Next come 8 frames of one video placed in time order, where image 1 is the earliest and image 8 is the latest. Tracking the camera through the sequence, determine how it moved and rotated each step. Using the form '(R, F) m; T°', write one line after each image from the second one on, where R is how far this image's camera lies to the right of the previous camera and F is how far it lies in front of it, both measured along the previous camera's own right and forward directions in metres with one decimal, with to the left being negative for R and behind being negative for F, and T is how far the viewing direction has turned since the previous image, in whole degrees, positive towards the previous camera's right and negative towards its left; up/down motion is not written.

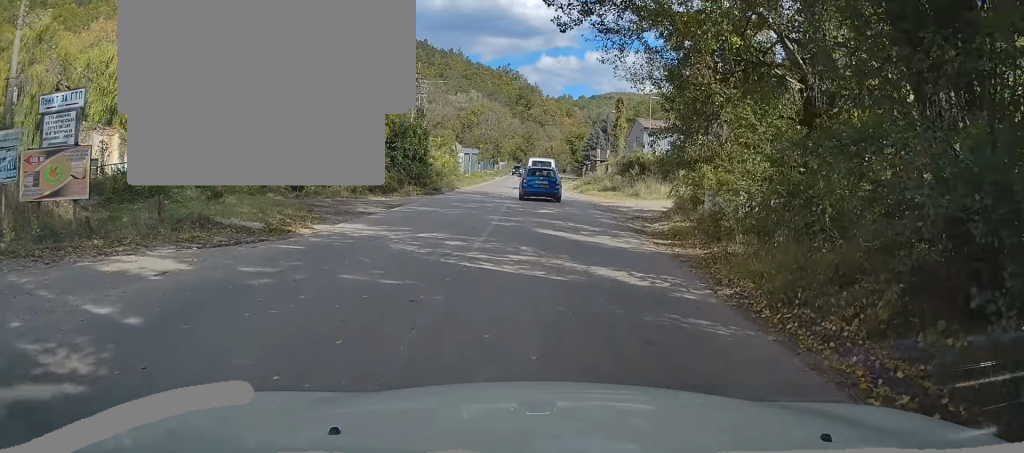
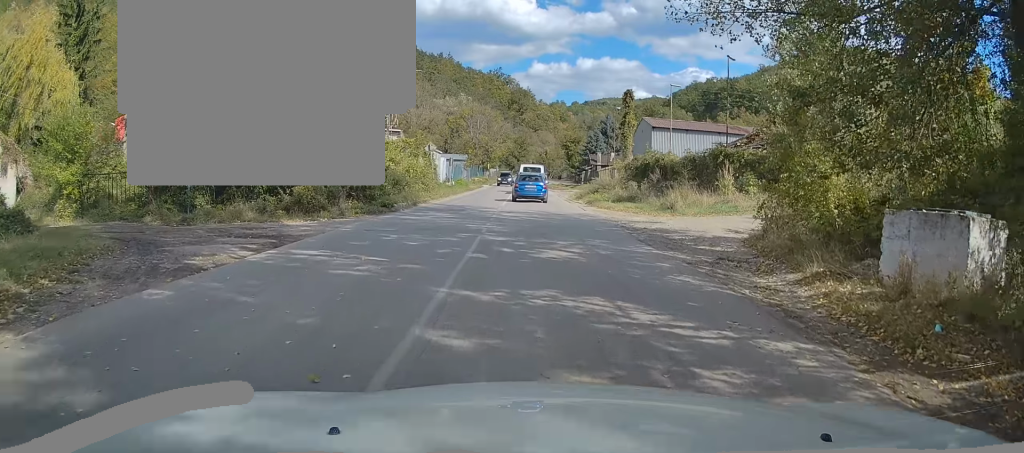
(+0.3, +9.2) m; +4°
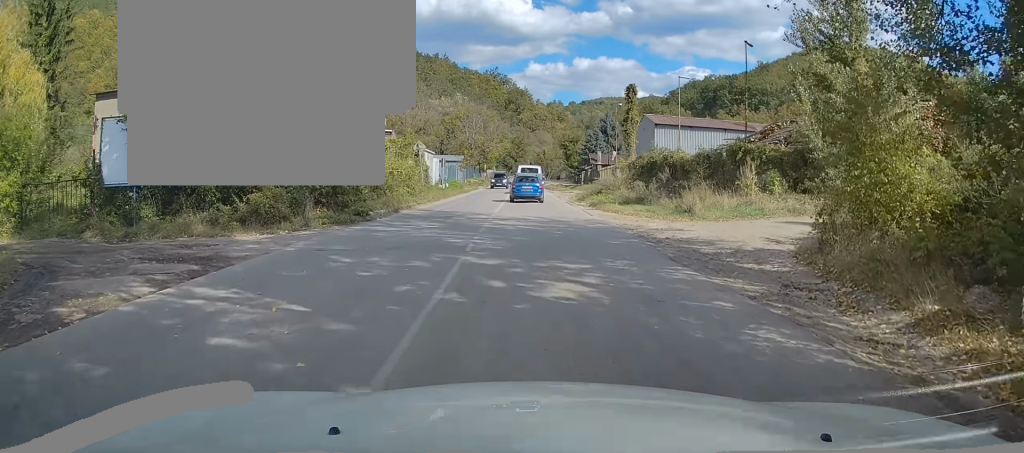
(0.0, +3.0) m; -1°
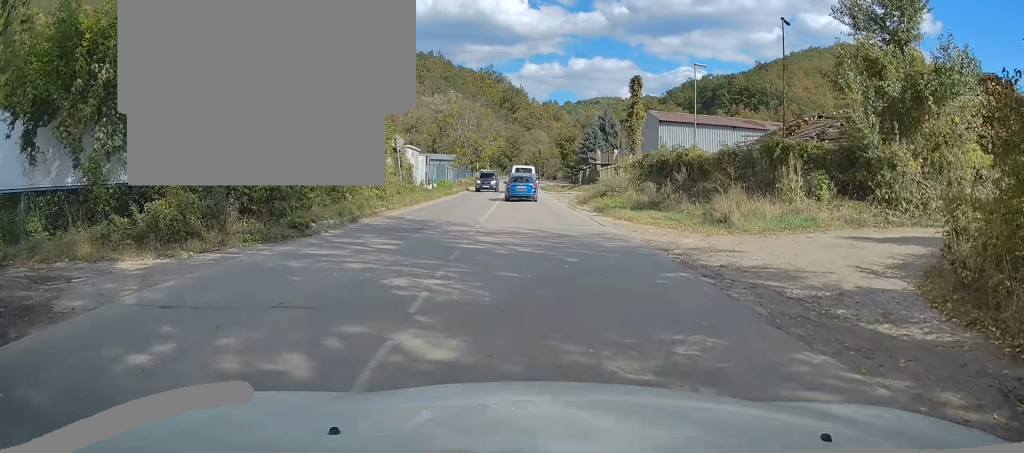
(0.0, +4.0) m; -2°
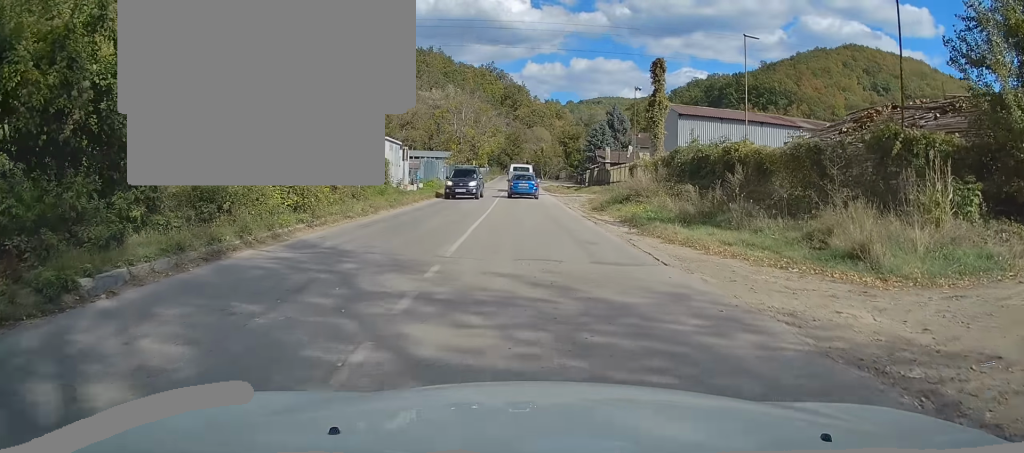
(-0.2, +7.0) m; -1°
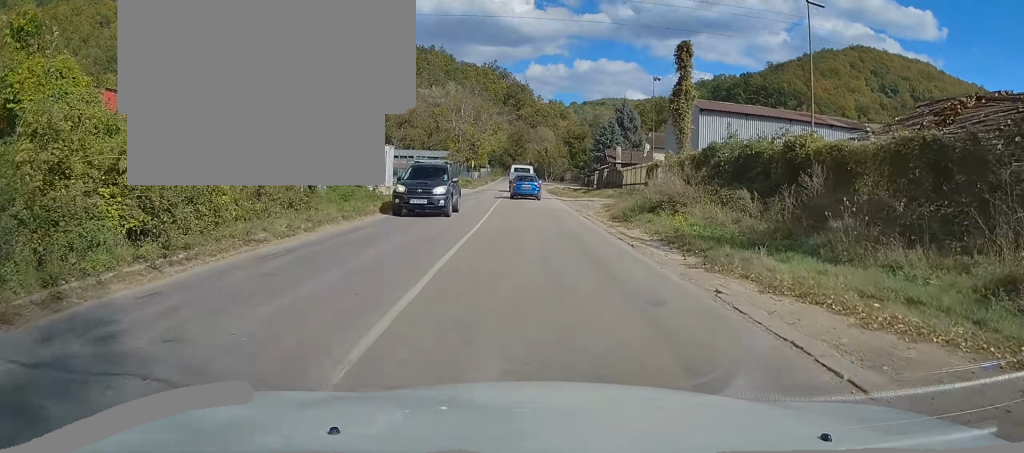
(0.0, +5.7) m; +1°
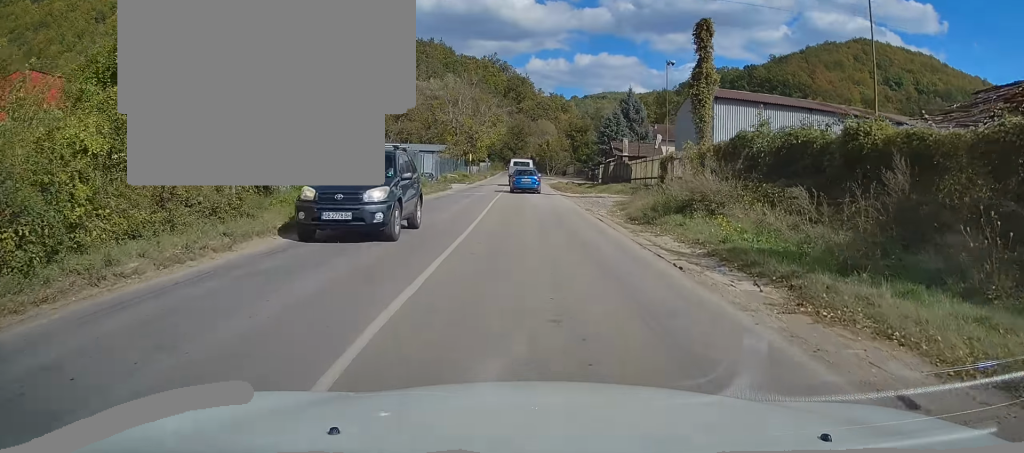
(+0.1, +3.7) m; 0°
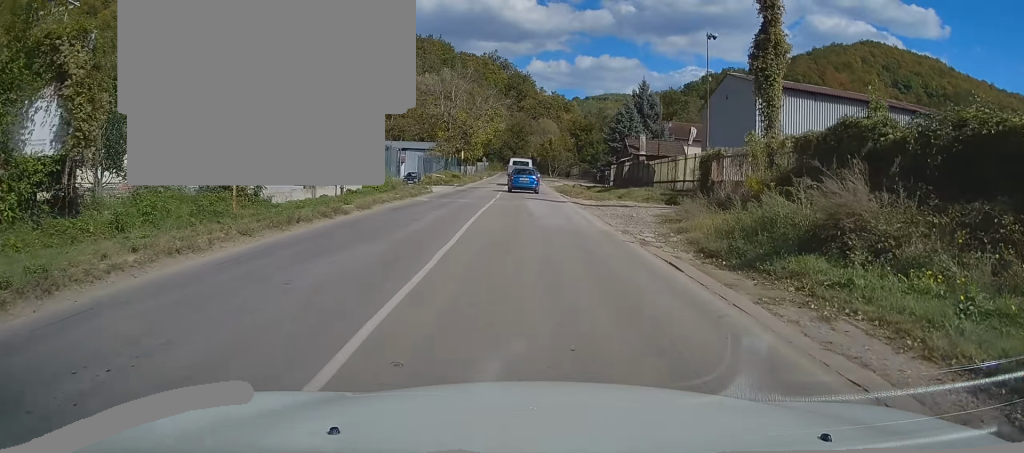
(+0.1, +8.9) m; -1°
